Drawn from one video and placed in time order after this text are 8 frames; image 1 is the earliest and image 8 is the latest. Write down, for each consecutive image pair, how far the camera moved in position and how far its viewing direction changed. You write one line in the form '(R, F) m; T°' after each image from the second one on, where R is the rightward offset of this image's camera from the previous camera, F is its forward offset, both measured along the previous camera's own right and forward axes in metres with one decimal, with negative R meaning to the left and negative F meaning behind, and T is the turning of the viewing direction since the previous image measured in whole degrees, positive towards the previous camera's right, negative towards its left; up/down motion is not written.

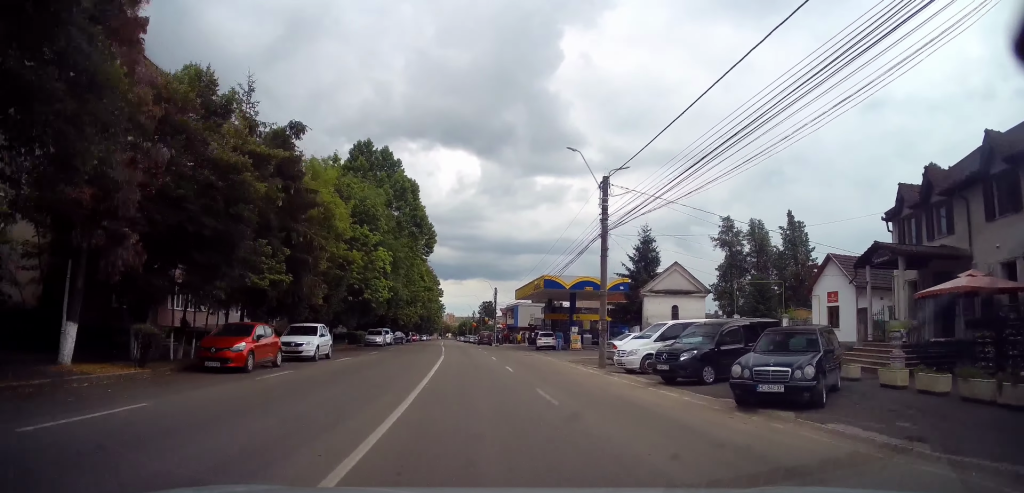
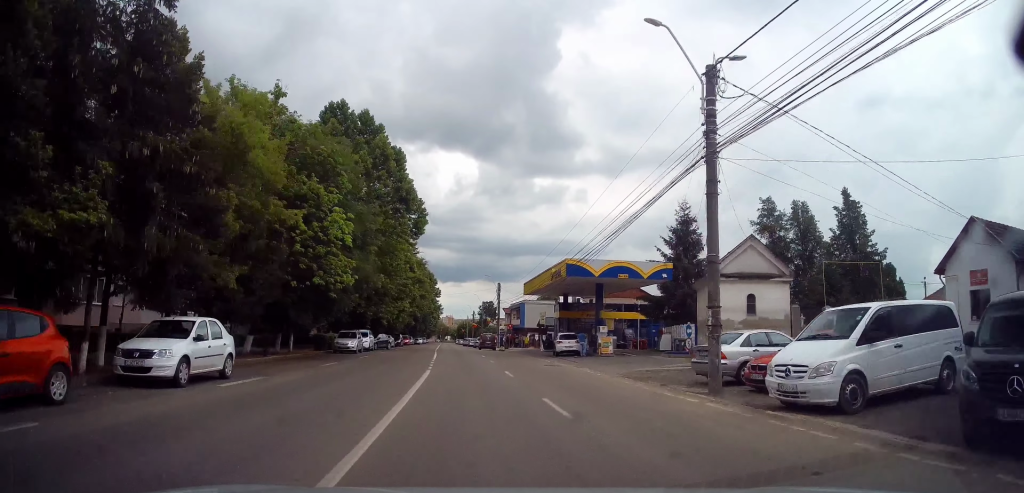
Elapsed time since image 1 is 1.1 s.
(+0.1, +11.0) m; 0°
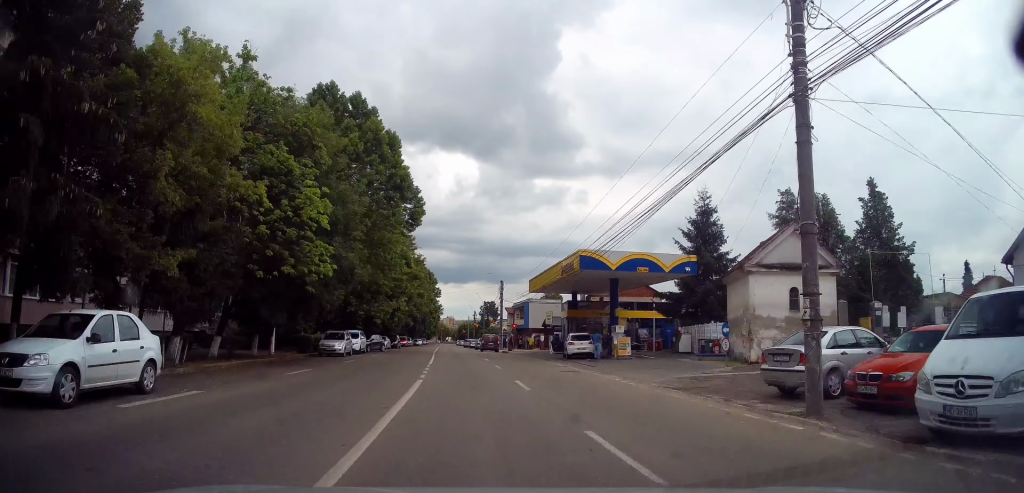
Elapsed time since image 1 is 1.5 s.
(0.0, +4.0) m; -1°
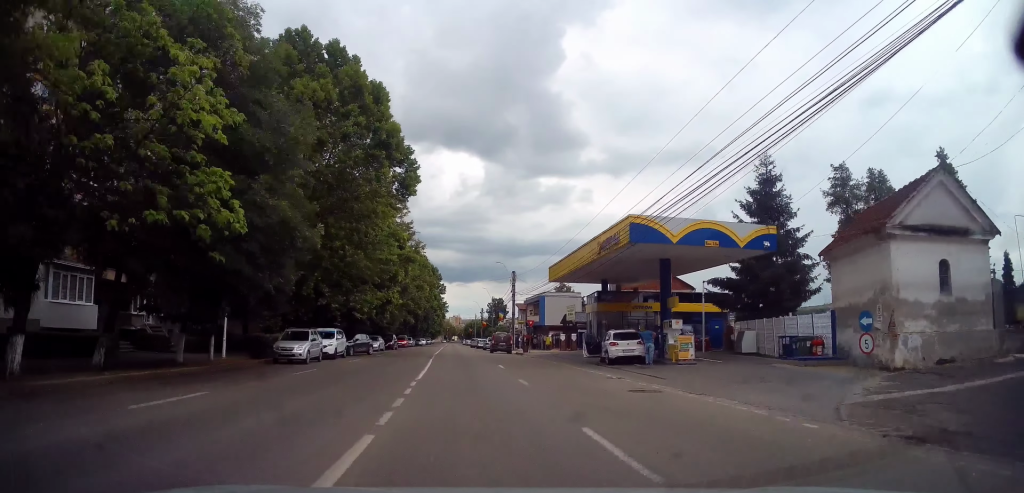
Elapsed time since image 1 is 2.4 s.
(-0.2, +8.7) m; 0°
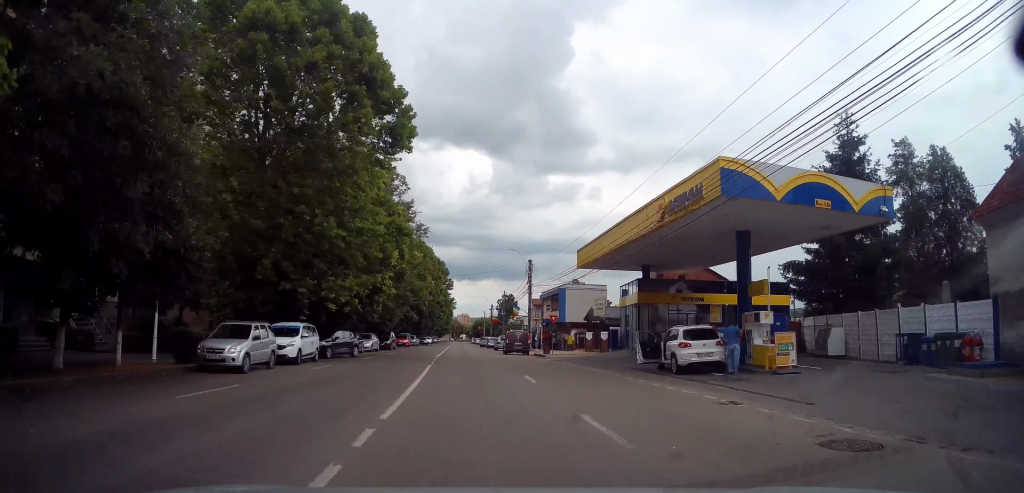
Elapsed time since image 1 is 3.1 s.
(0.0, +7.5) m; 0°
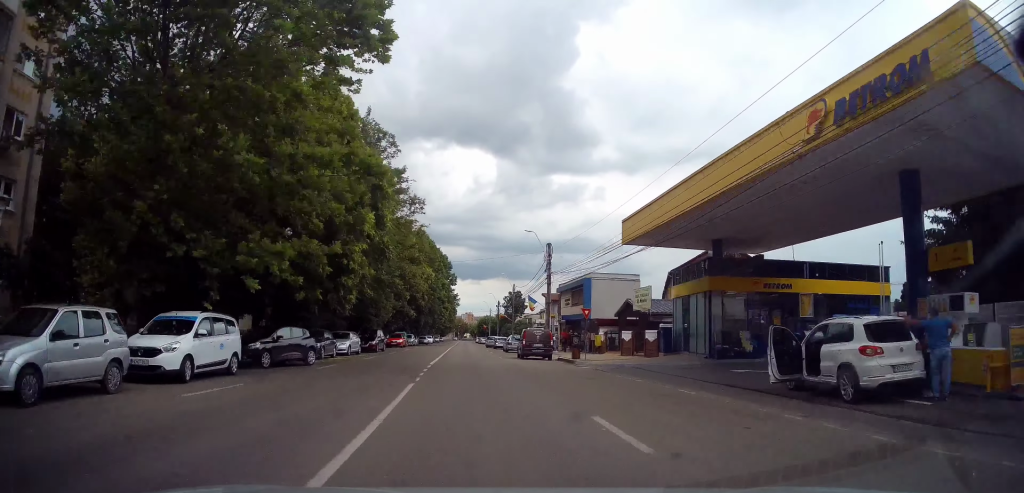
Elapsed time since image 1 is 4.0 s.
(+0.1, +9.0) m; 0°
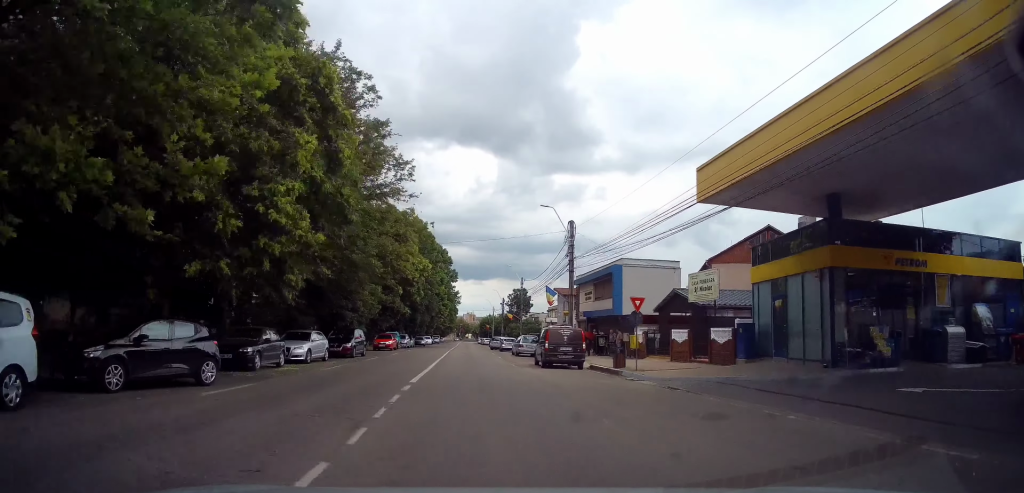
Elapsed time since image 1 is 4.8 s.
(-0.2, +8.4) m; 0°
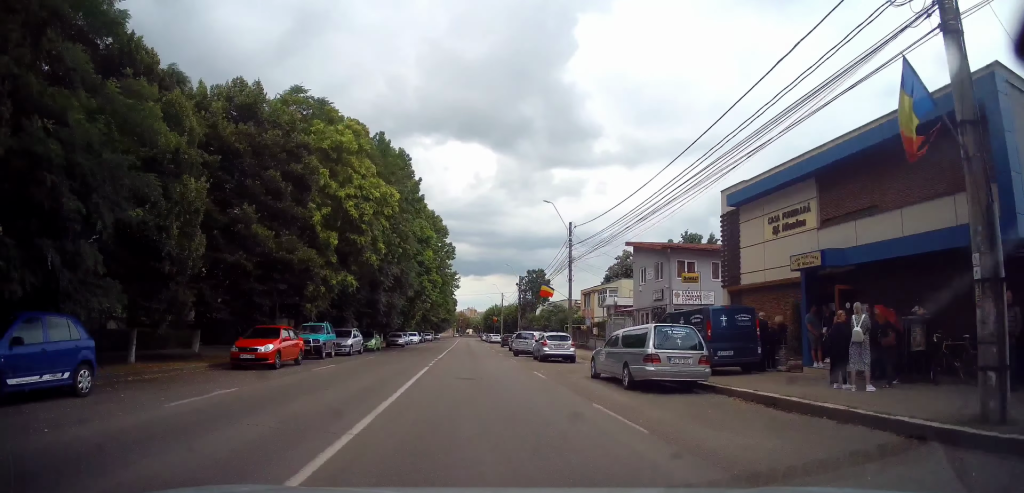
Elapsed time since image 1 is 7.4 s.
(-0.3, +28.0) m; -2°
